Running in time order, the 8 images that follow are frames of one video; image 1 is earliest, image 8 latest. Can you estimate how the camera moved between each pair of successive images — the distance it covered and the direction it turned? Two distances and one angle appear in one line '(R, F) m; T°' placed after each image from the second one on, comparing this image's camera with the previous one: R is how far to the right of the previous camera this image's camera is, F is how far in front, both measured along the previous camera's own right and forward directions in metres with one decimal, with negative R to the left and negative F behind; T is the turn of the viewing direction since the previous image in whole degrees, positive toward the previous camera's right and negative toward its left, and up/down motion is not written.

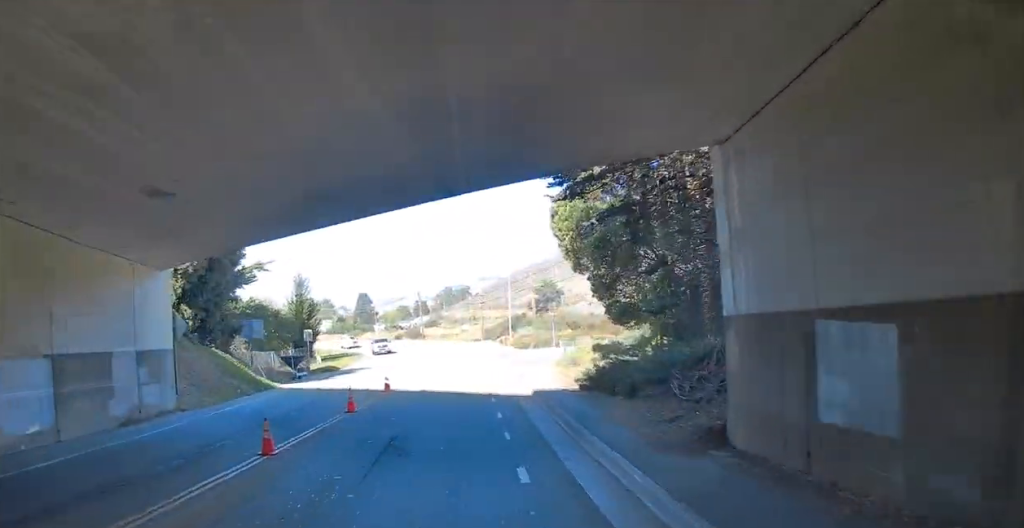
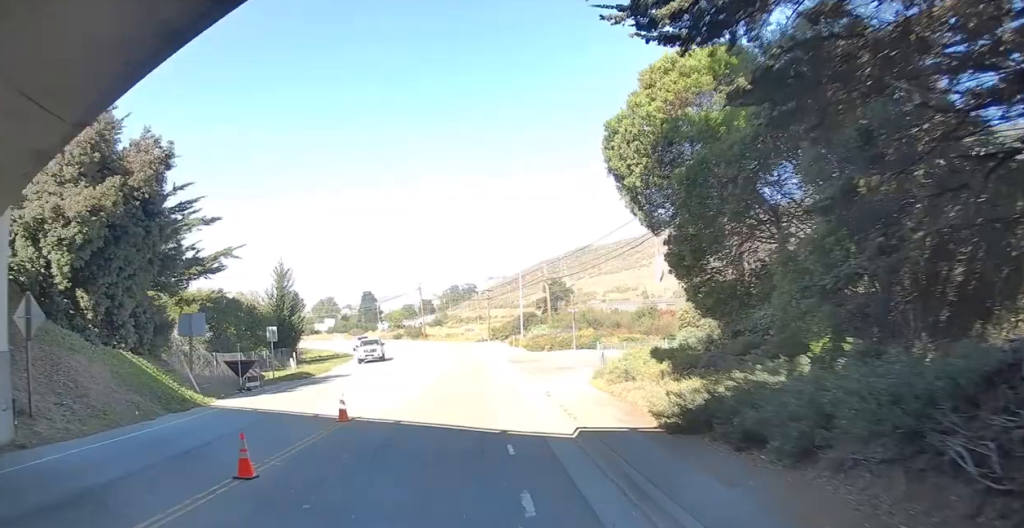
(0.0, +9.7) m; -1°
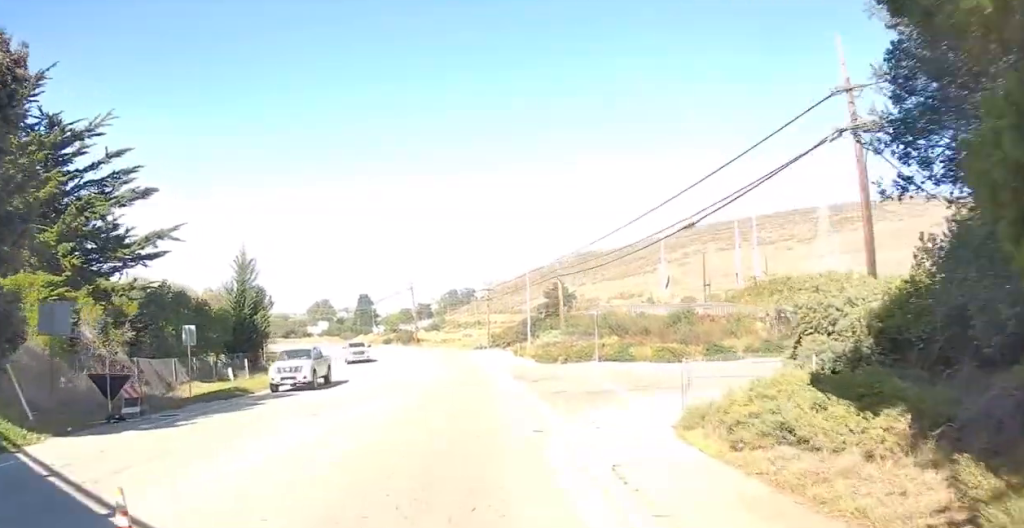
(-0.2, +10.1) m; +1°
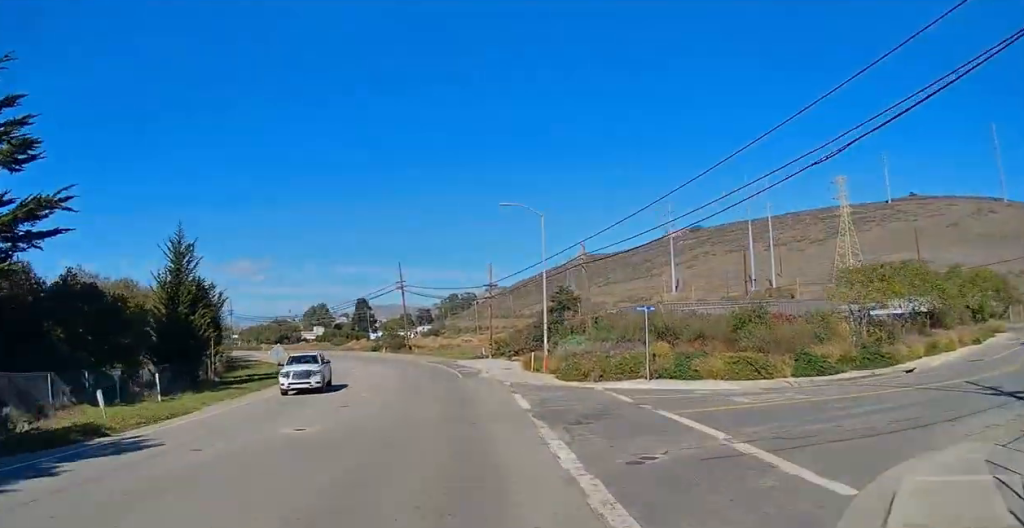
(+0.4, +12.3) m; -1°
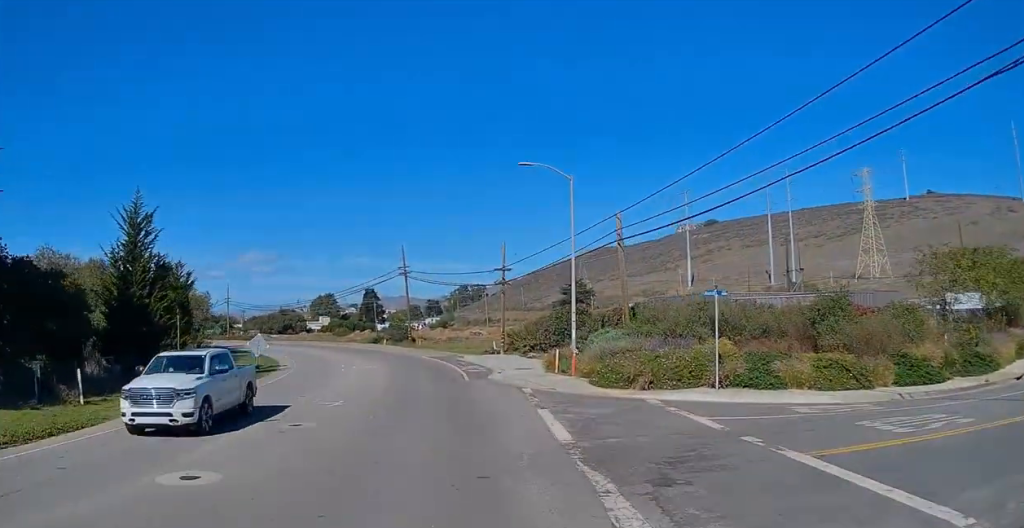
(-0.1, +7.2) m; -2°
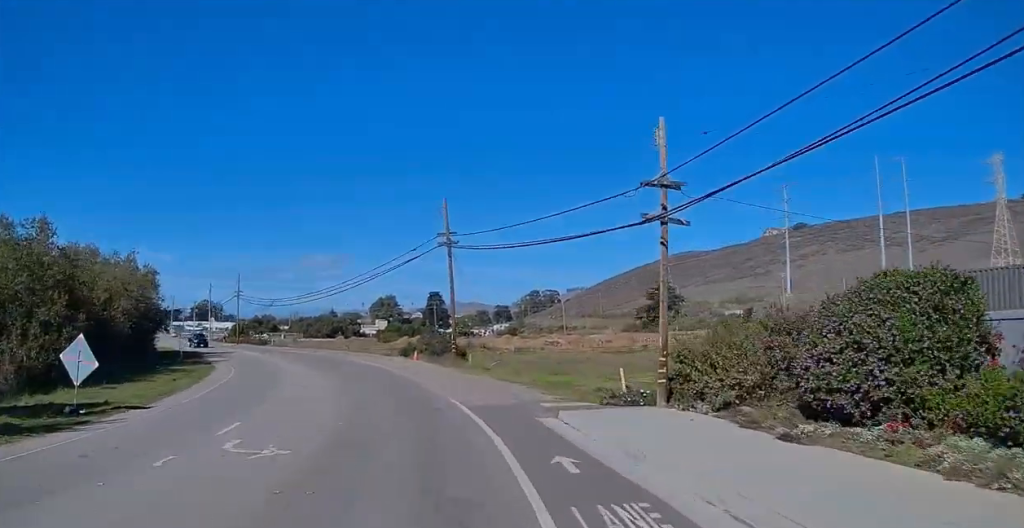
(-1.9, +28.7) m; -8°
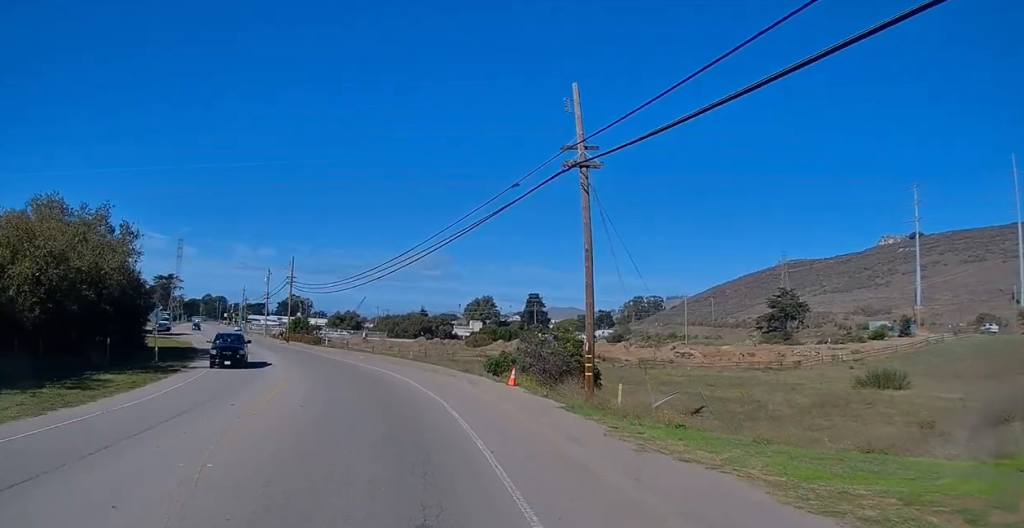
(-2.0, +21.5) m; -12°
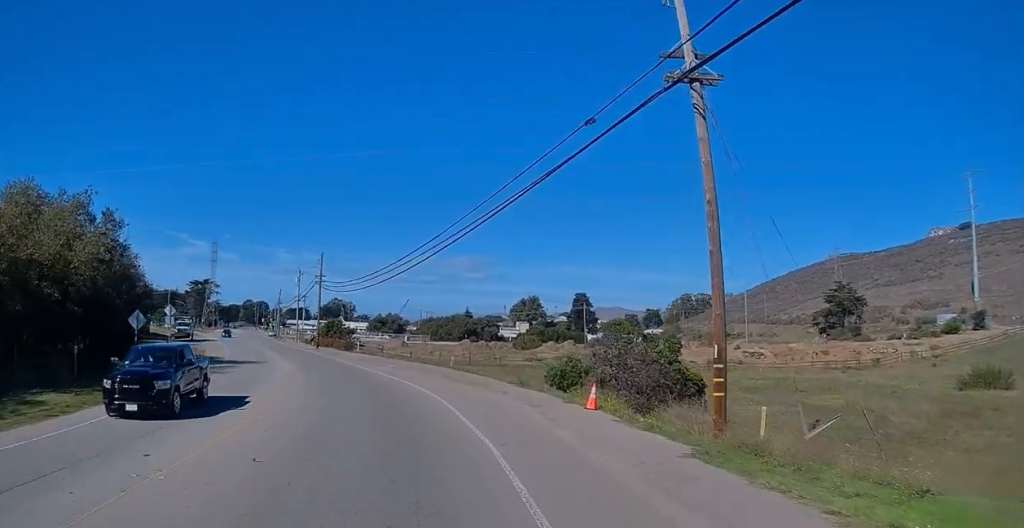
(-0.4, +8.4) m; -4°
